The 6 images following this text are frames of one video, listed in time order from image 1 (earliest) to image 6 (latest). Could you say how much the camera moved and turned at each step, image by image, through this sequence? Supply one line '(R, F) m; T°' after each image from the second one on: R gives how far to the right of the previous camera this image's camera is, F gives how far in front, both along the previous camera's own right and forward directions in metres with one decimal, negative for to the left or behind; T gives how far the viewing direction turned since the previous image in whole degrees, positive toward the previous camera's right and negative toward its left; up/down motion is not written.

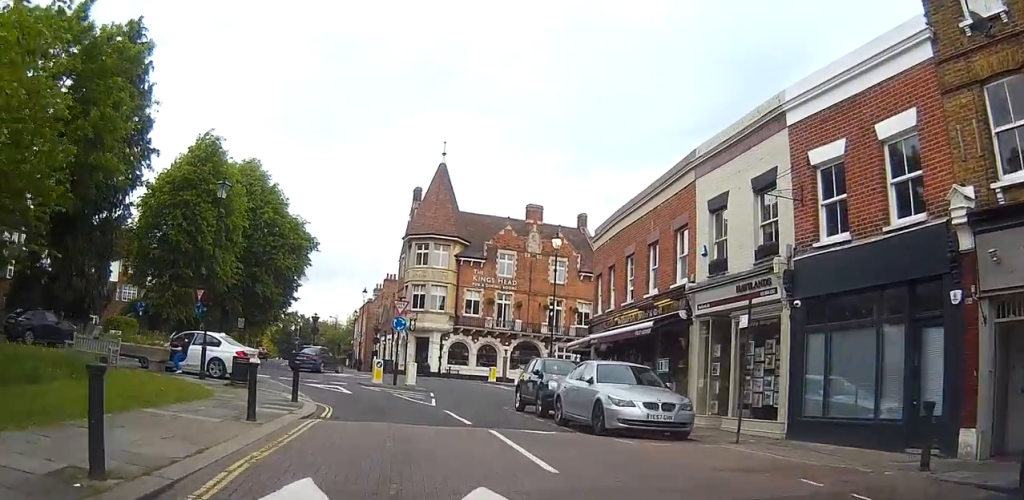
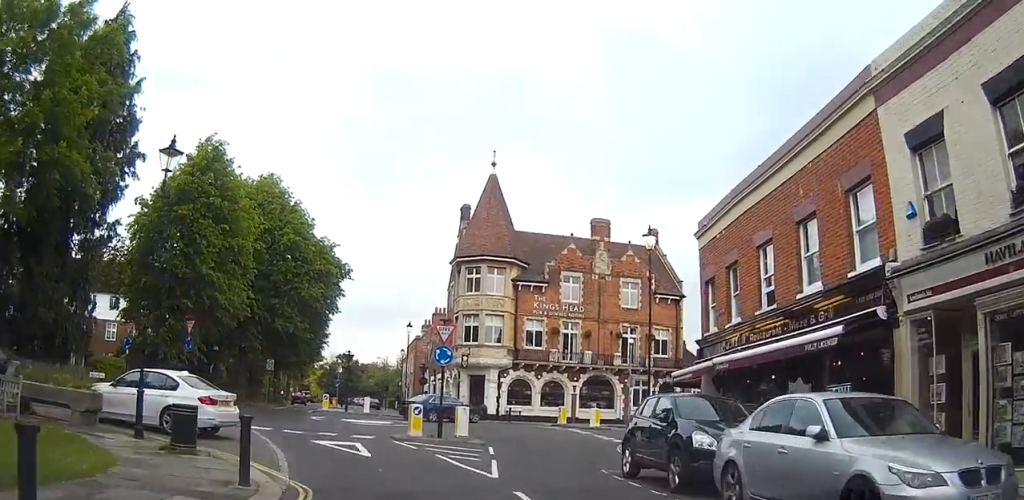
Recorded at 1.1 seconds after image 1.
(-0.4, +8.0) m; -4°
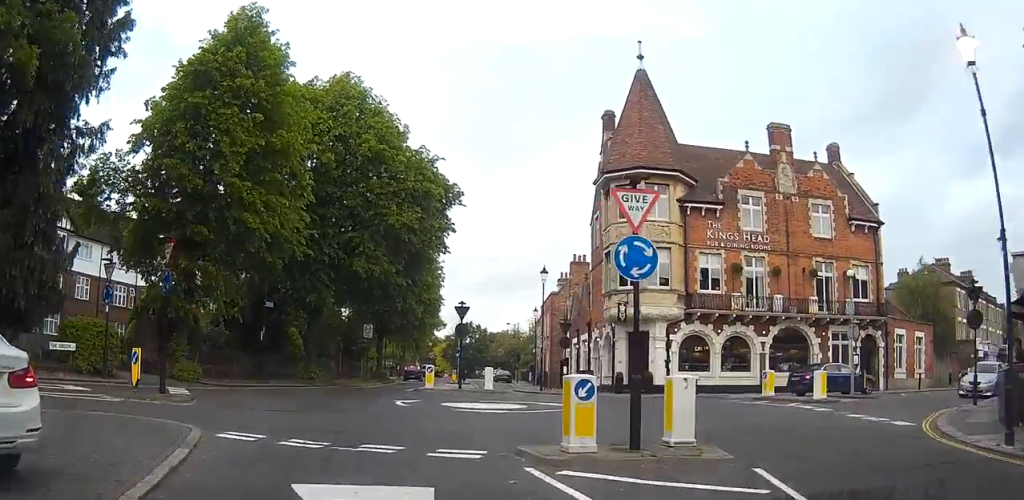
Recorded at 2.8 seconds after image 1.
(-0.5, +12.1) m; -6°
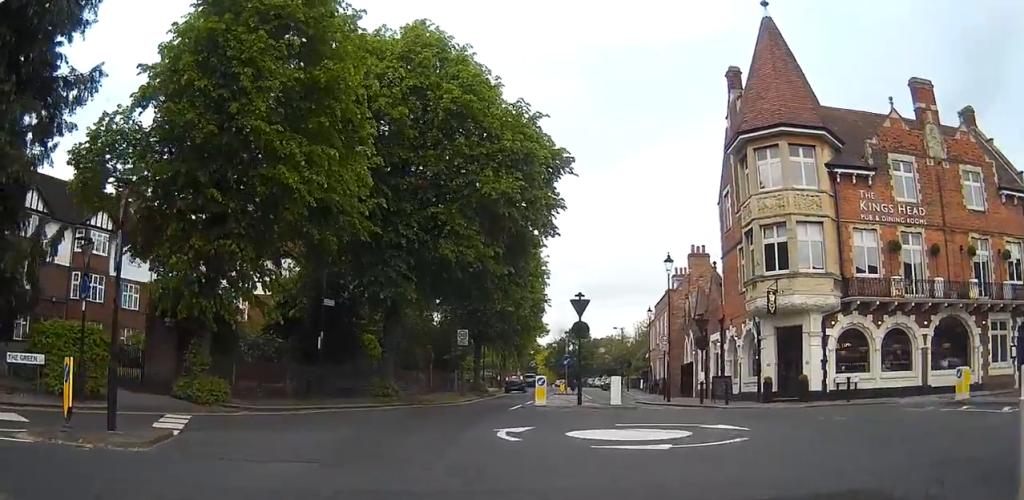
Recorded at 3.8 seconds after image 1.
(-0.3, +6.8) m; -4°
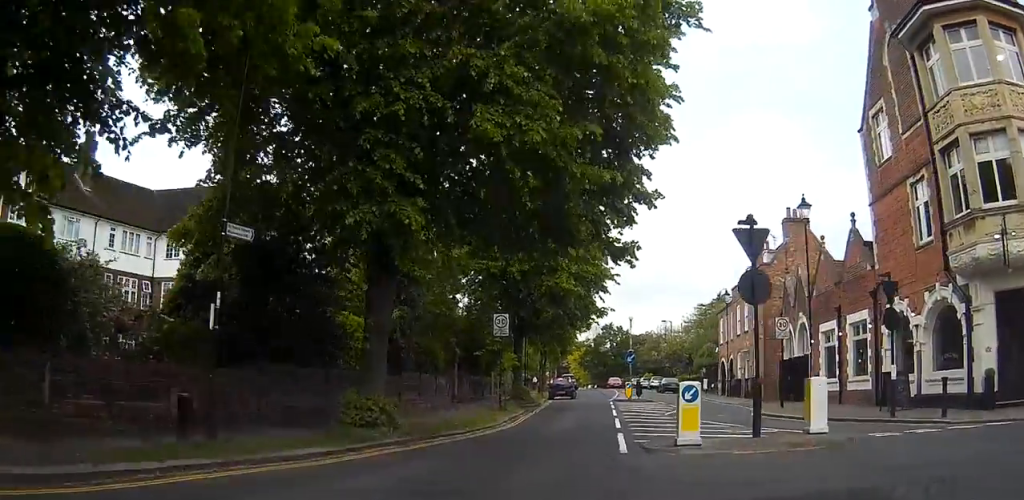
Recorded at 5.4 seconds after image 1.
(-0.5, +12.1) m; -3°
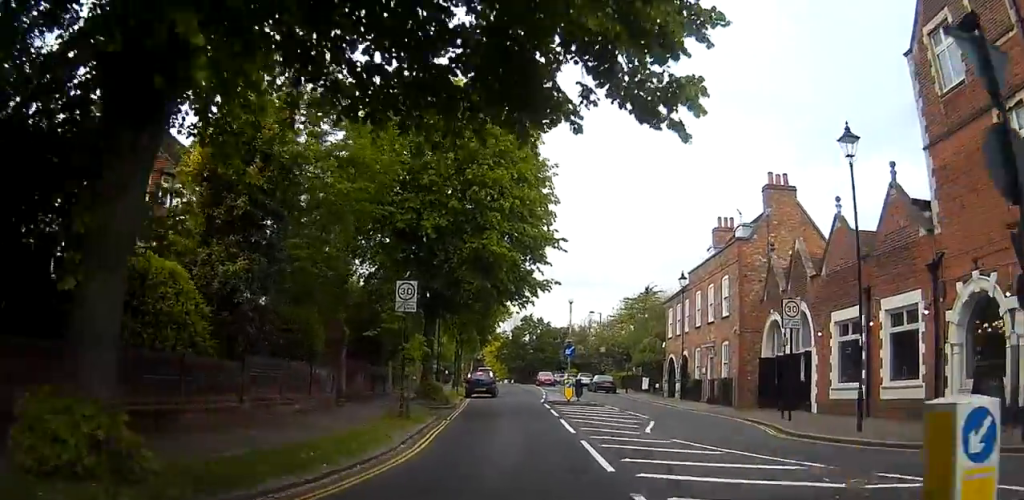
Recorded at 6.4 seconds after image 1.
(0.0, +7.8) m; 0°
